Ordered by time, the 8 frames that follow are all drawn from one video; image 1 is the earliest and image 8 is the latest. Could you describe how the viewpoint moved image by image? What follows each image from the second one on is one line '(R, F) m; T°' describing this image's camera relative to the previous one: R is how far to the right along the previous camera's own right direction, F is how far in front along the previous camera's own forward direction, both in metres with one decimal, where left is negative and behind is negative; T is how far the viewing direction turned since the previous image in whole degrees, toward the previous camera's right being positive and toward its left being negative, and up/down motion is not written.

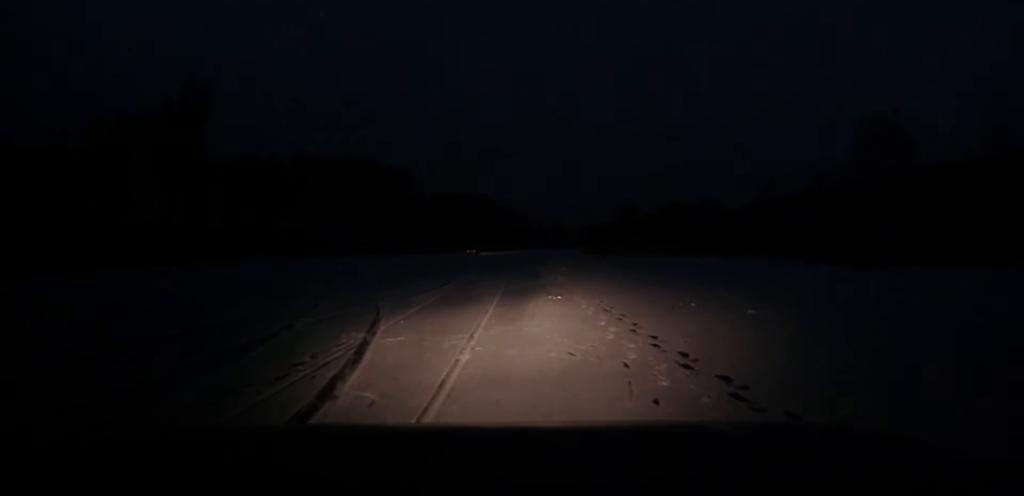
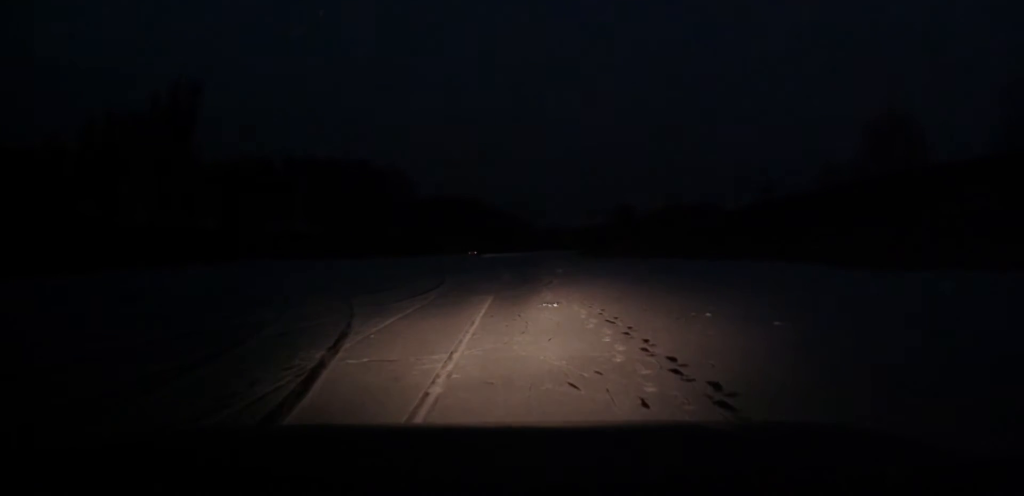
(0.0, +1.7) m; +2°
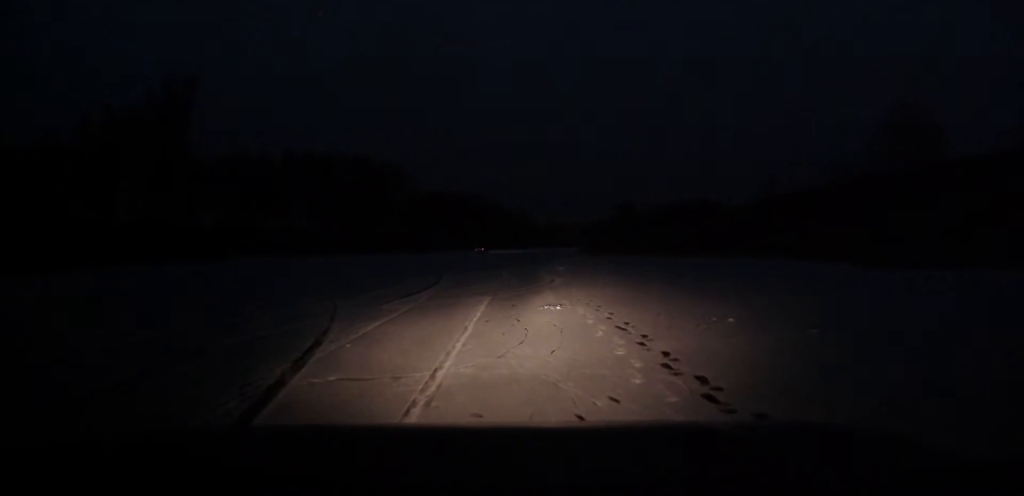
(0.0, +1.6) m; +1°
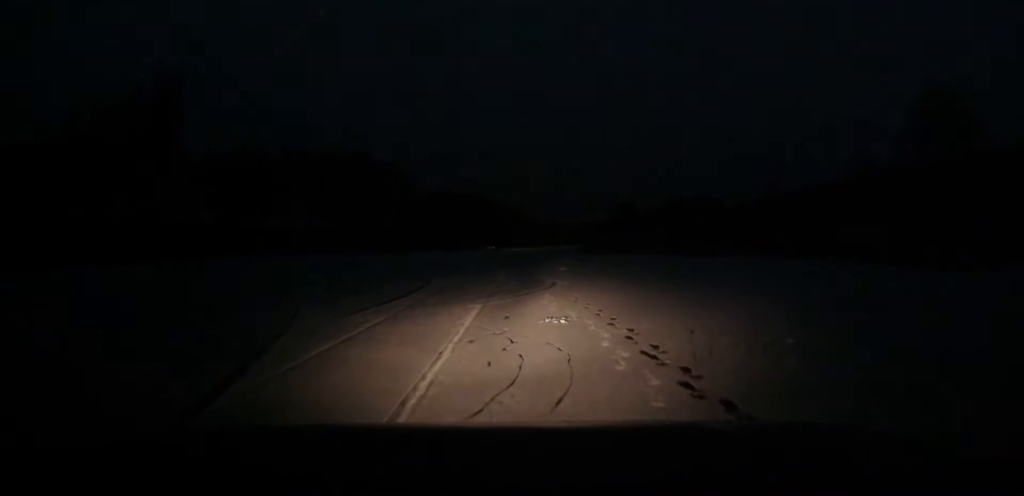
(0.0, +2.9) m; +2°
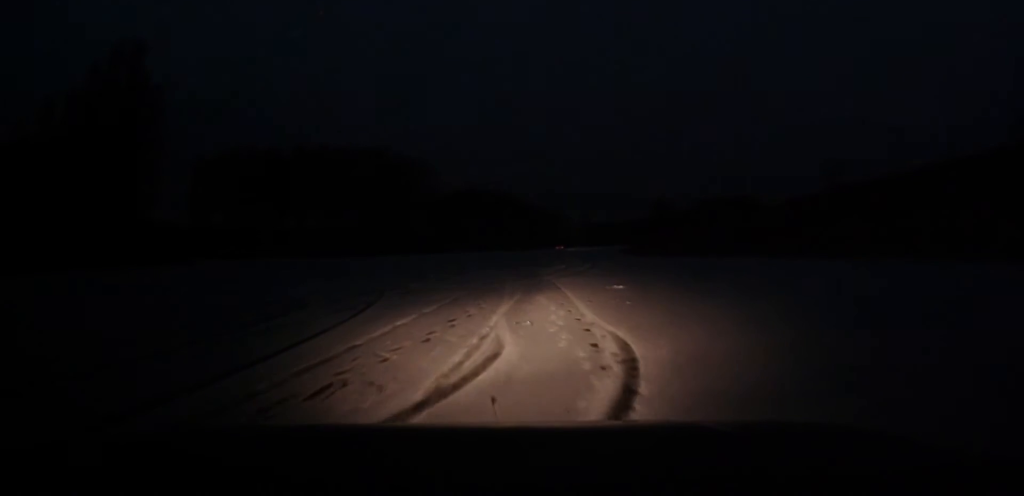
(-0.2, +16.5) m; -8°
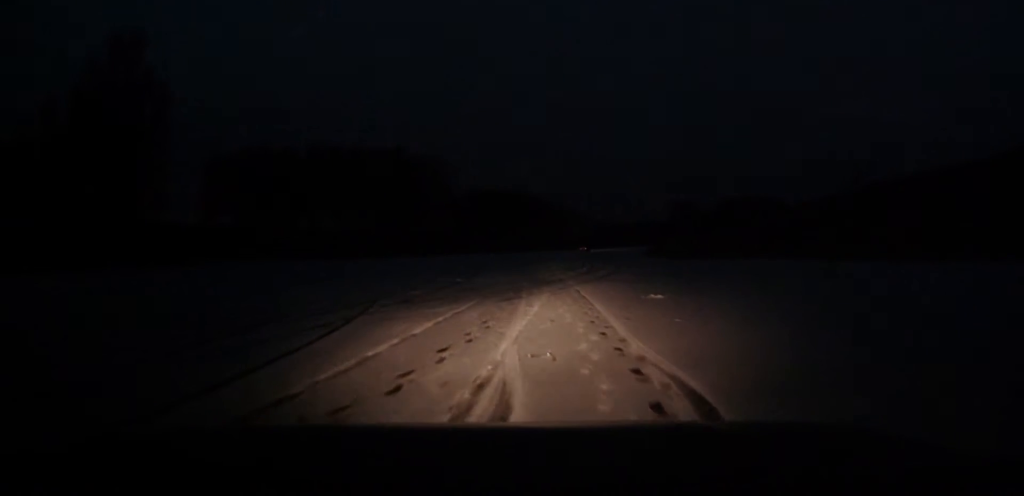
(-0.3, +3.7) m; -2°
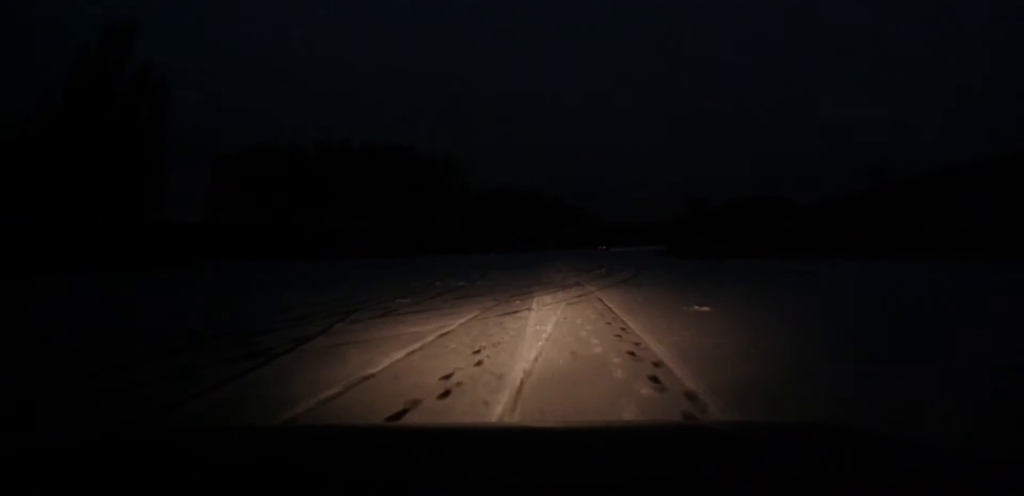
(-0.1, +3.7) m; -2°
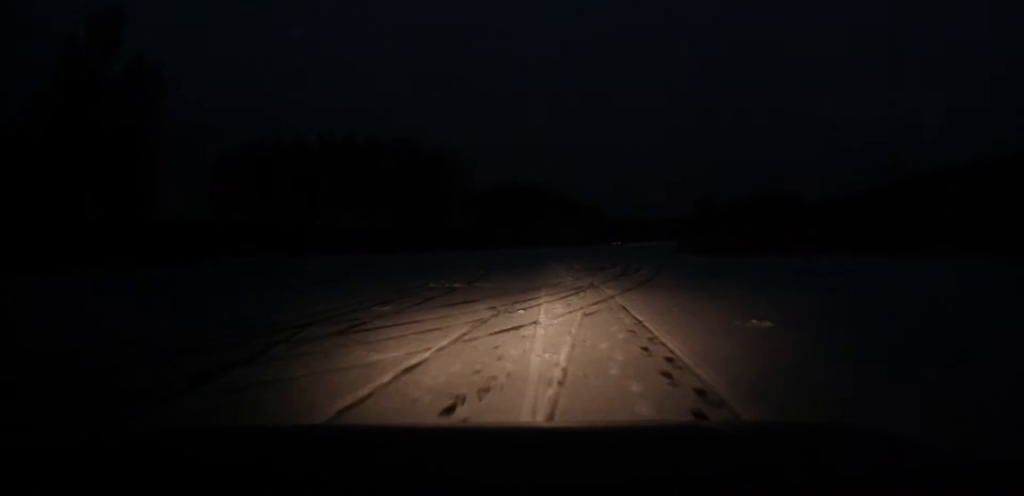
(0.0, +3.4) m; 0°
